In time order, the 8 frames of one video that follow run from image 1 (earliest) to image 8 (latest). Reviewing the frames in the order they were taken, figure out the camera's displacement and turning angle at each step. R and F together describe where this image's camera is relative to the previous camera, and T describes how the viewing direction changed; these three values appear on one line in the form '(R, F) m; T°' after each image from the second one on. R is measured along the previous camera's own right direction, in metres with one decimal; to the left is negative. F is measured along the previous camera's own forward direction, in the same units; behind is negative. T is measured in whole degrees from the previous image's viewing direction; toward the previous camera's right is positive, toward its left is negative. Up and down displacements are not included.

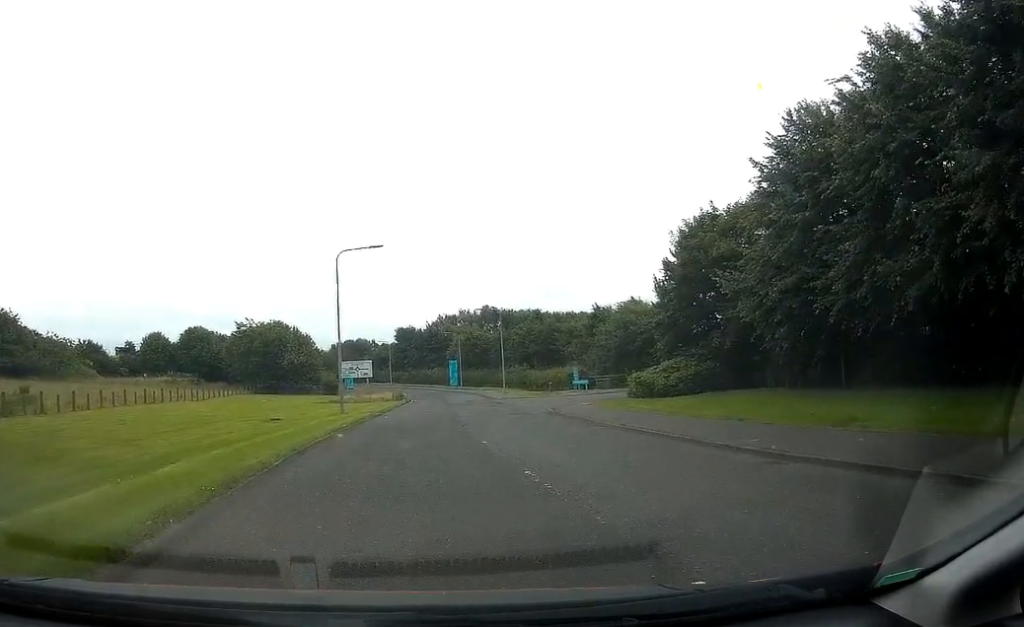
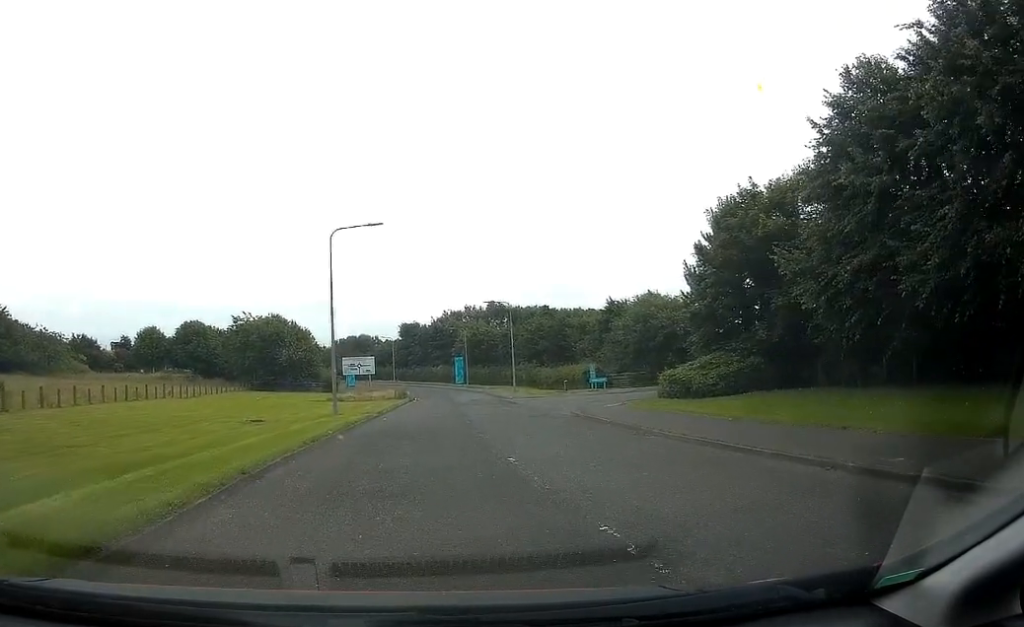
(0.0, +4.5) m; -2°
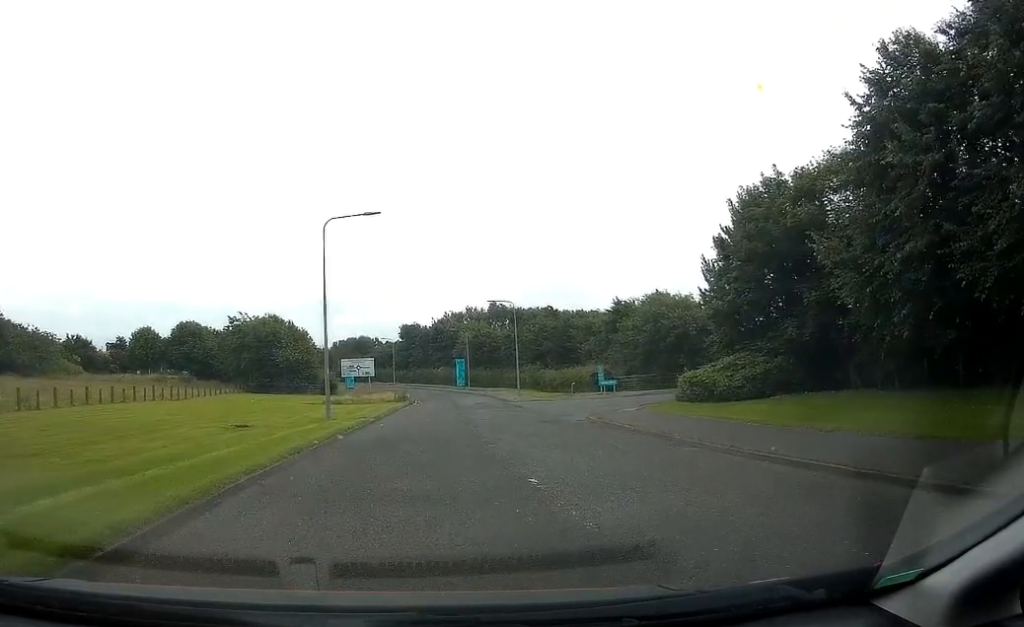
(0.0, +2.5) m; -1°
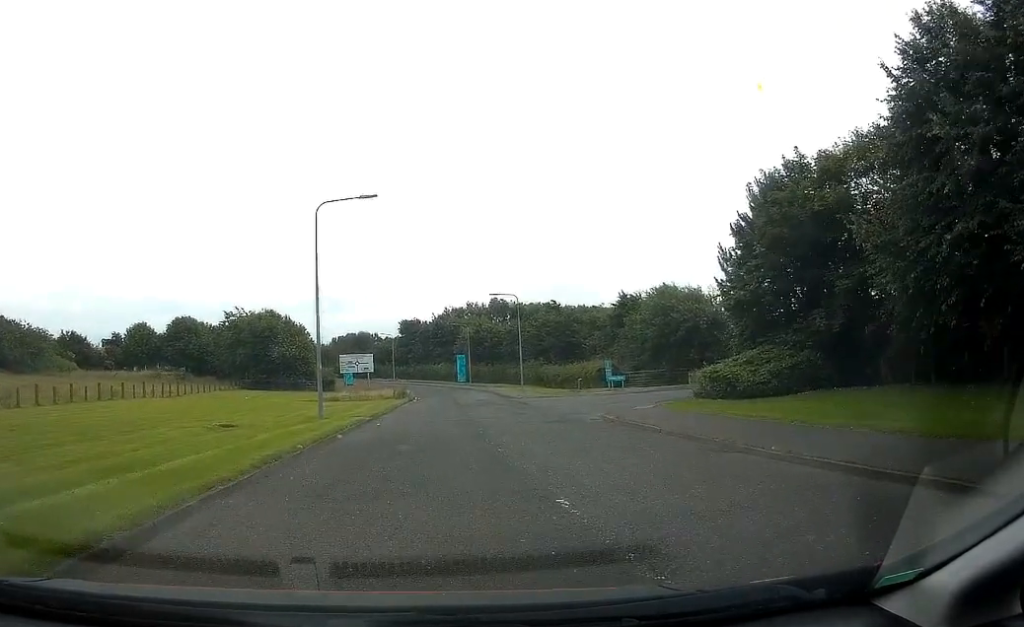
(0.0, +2.3) m; -1°
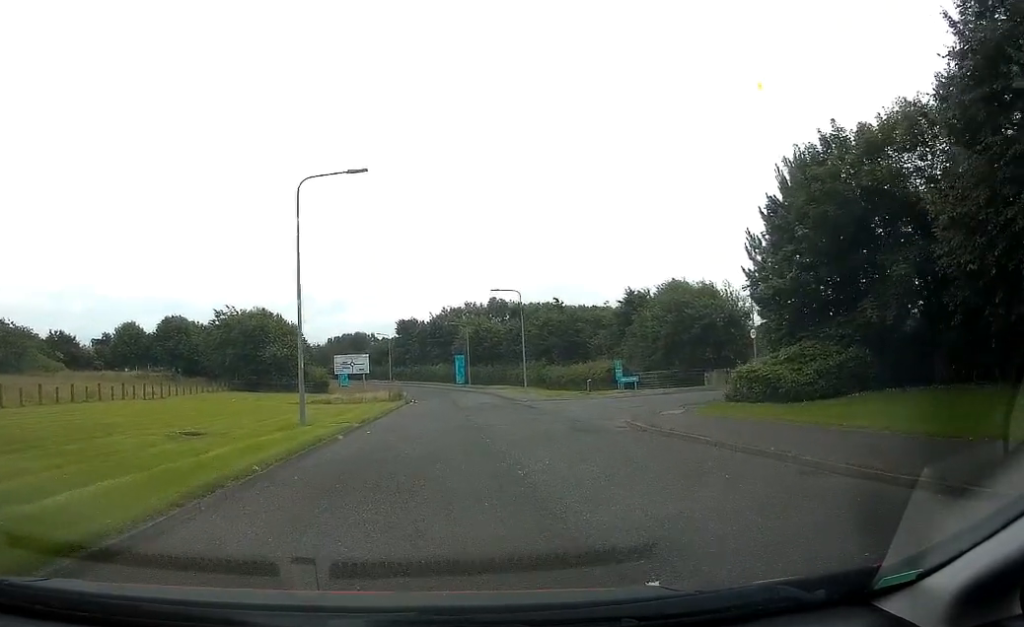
(-0.1, +3.8) m; -2°
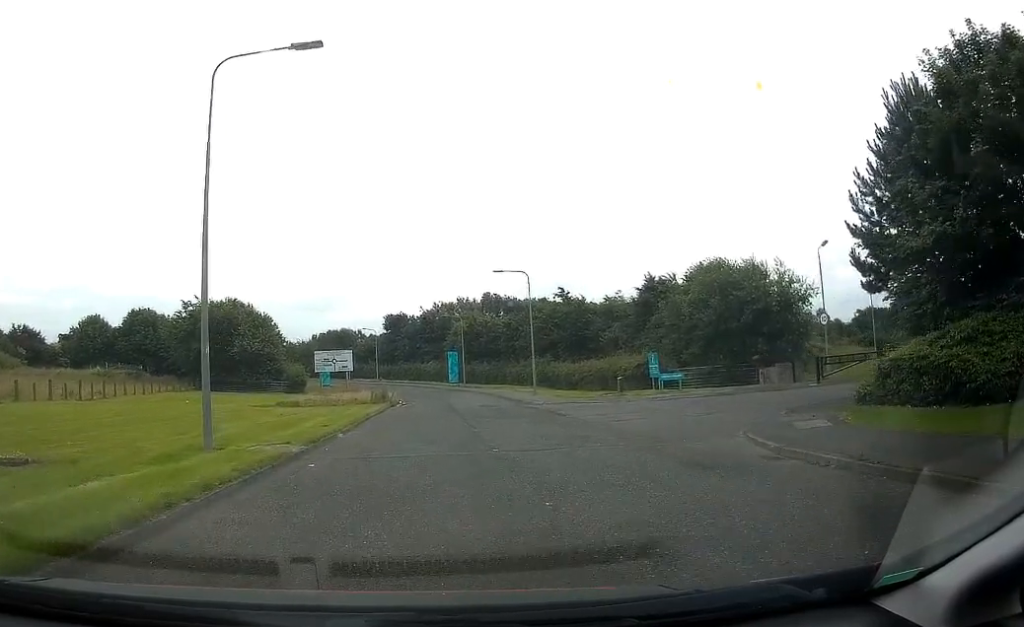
(-0.3, +9.5) m; -5°
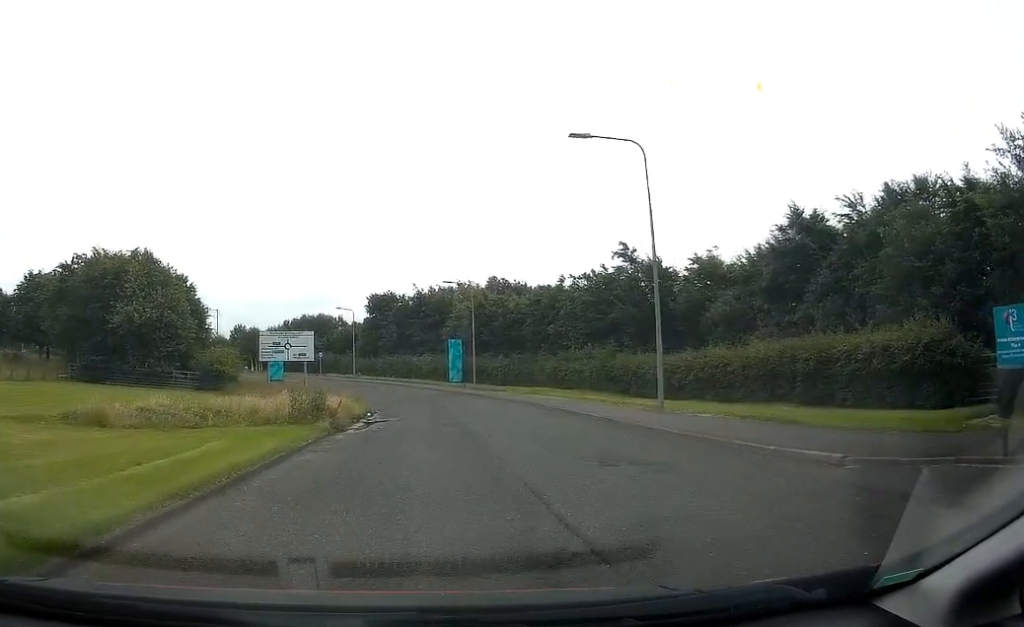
(-1.3, +25.6) m; -1°
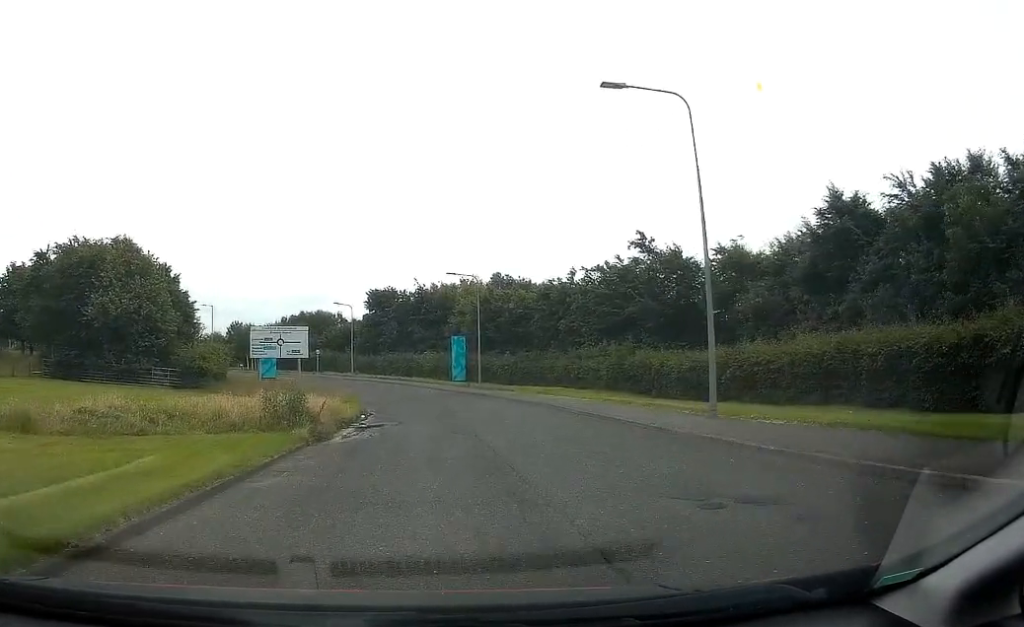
(+0.1, +3.7) m; +1°
